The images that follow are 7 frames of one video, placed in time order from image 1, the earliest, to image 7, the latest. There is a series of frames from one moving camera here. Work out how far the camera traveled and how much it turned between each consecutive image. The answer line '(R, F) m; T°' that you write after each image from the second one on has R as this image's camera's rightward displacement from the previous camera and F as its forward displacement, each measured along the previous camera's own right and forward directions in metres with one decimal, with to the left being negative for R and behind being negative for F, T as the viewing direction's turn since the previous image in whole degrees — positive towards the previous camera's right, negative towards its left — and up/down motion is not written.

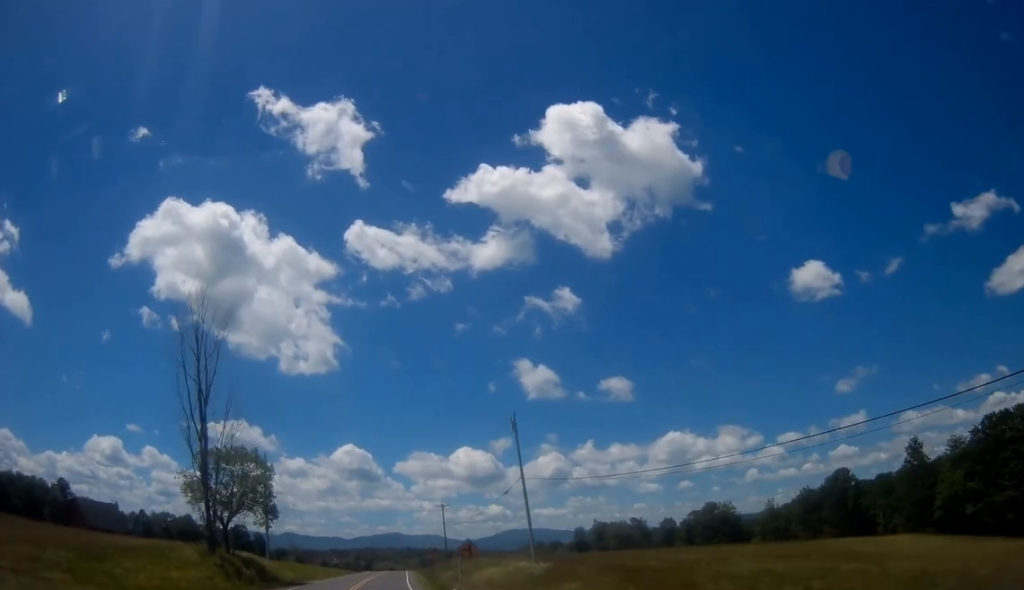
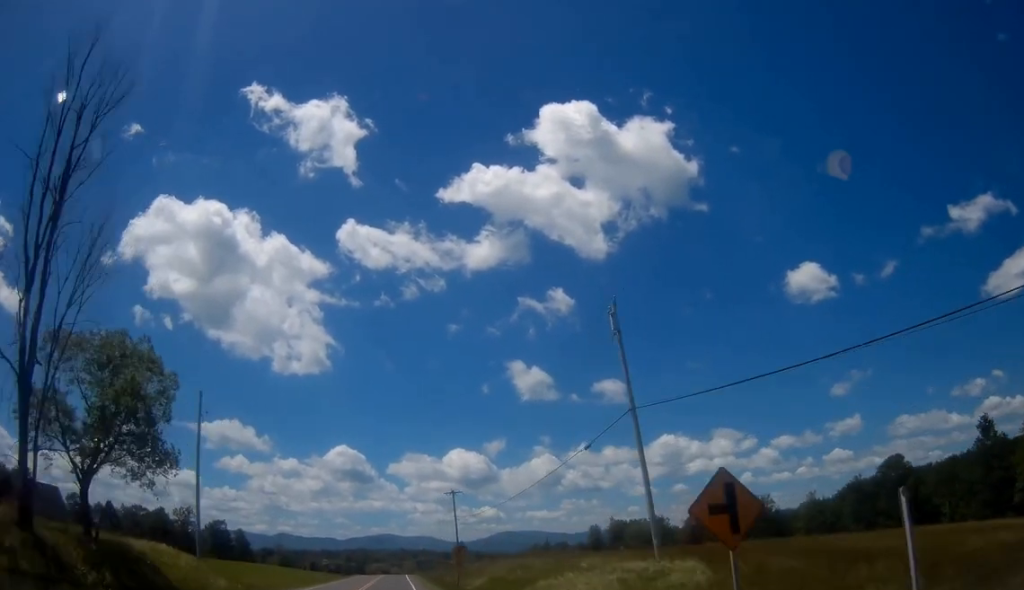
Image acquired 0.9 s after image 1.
(+0.3, +22.6) m; +1°
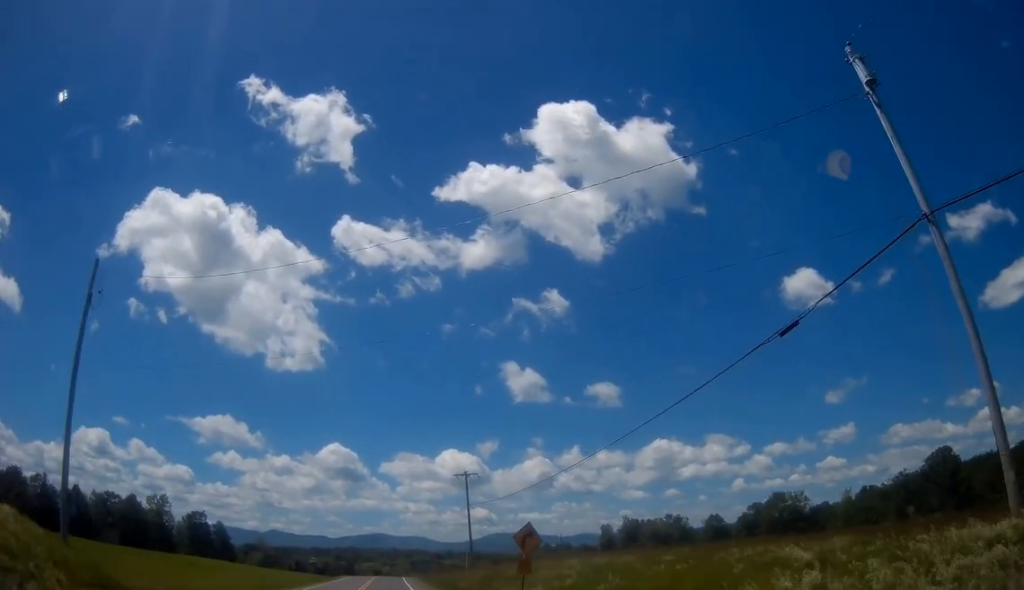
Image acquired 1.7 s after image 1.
(+0.2, +17.6) m; +1°
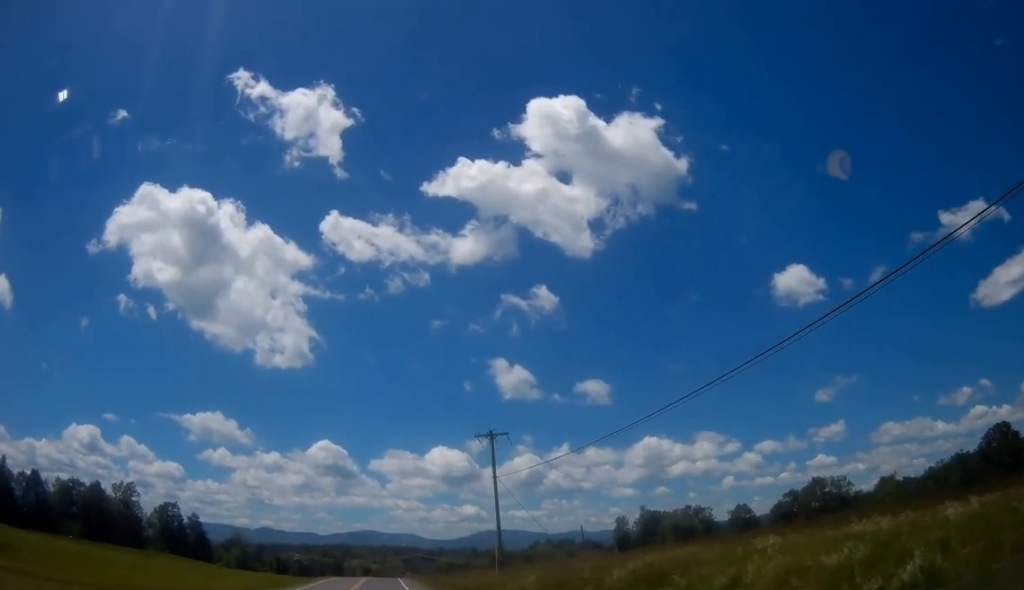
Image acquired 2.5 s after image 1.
(0.0, +19.1) m; +1°
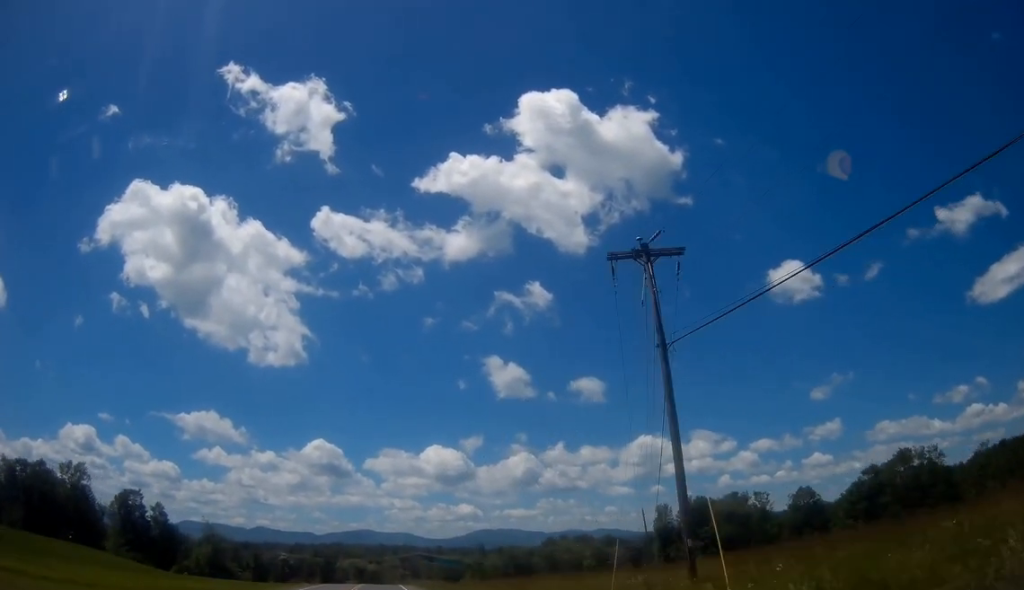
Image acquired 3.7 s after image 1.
(+0.4, +28.2) m; +1°
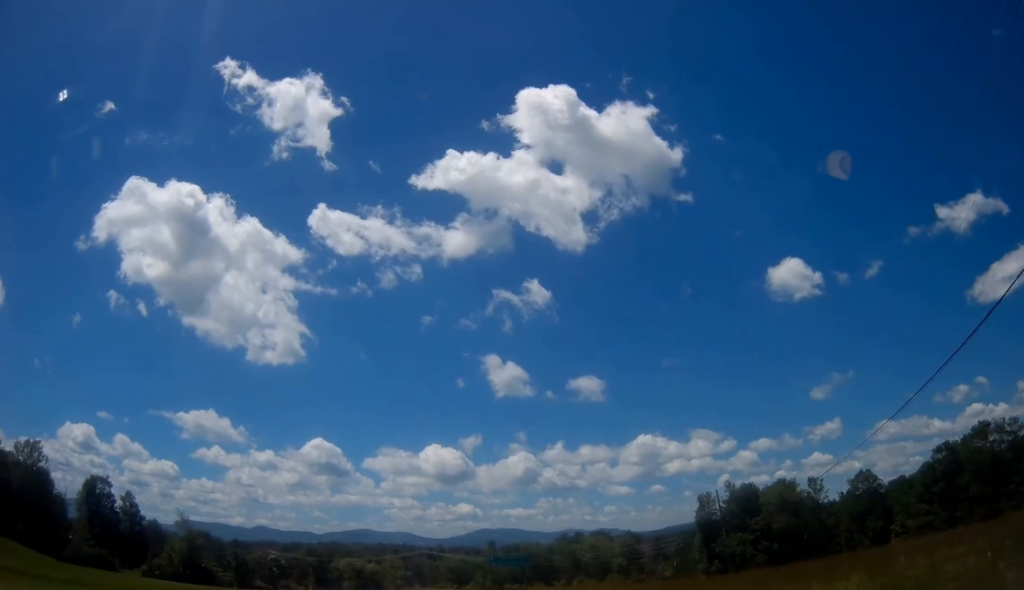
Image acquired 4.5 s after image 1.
(+0.1, +20.2) m; 0°
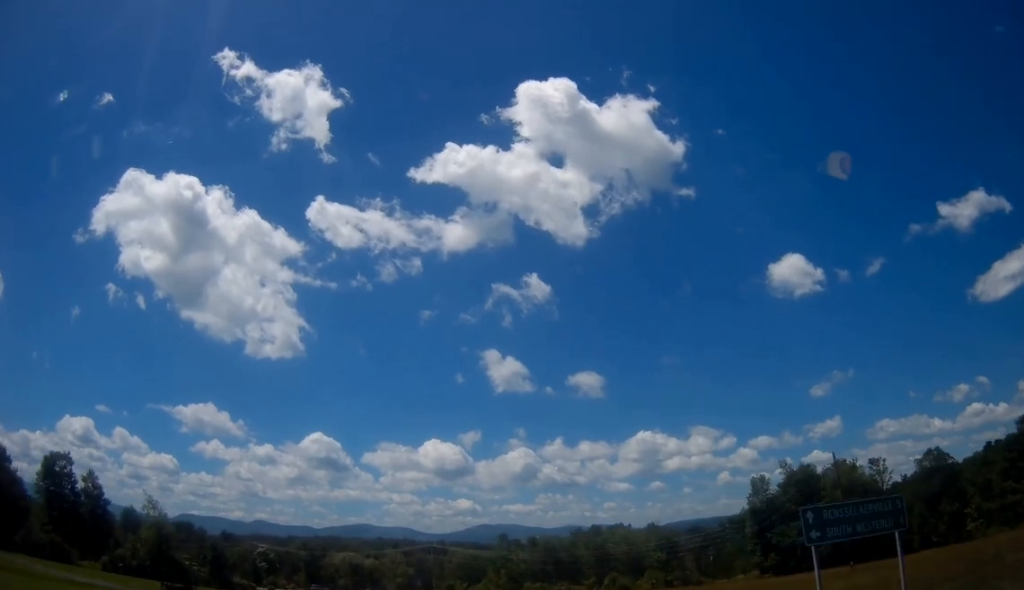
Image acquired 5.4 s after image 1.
(-0.3, +19.5) m; 0°
